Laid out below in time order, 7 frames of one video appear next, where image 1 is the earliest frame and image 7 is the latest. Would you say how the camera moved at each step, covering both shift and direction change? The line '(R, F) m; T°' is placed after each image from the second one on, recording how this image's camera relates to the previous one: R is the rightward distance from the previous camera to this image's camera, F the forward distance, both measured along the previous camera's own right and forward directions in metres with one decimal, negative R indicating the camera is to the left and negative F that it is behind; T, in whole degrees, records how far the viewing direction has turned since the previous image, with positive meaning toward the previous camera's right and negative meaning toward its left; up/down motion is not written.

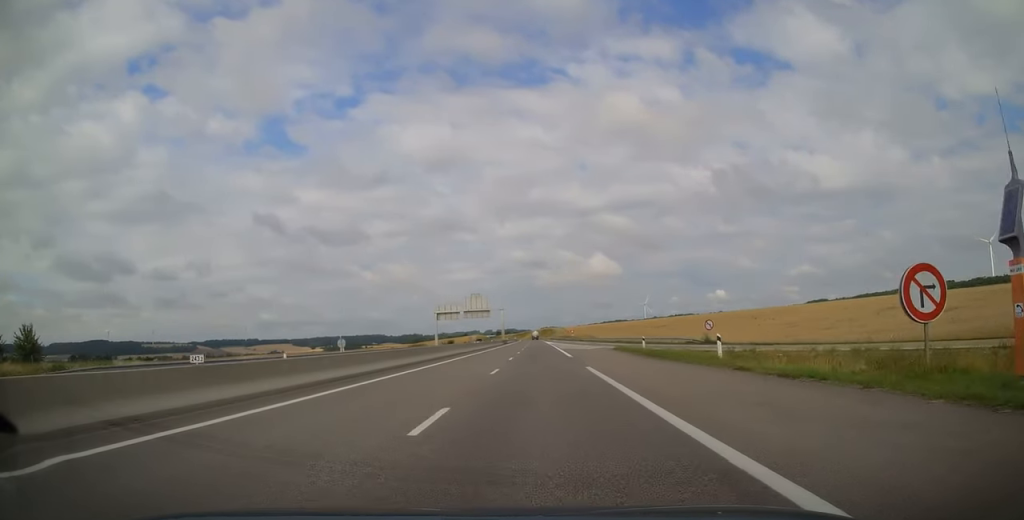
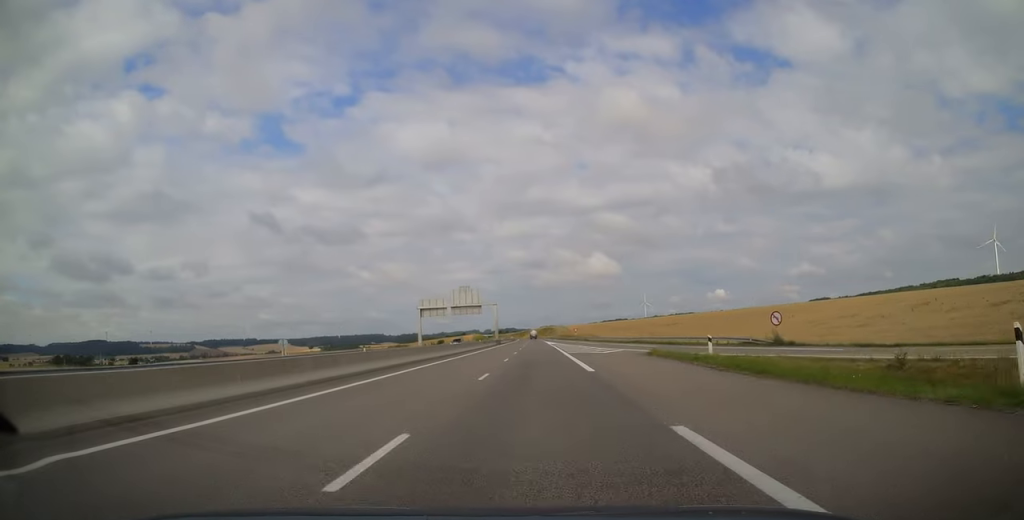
(0.0, +16.7) m; 0°
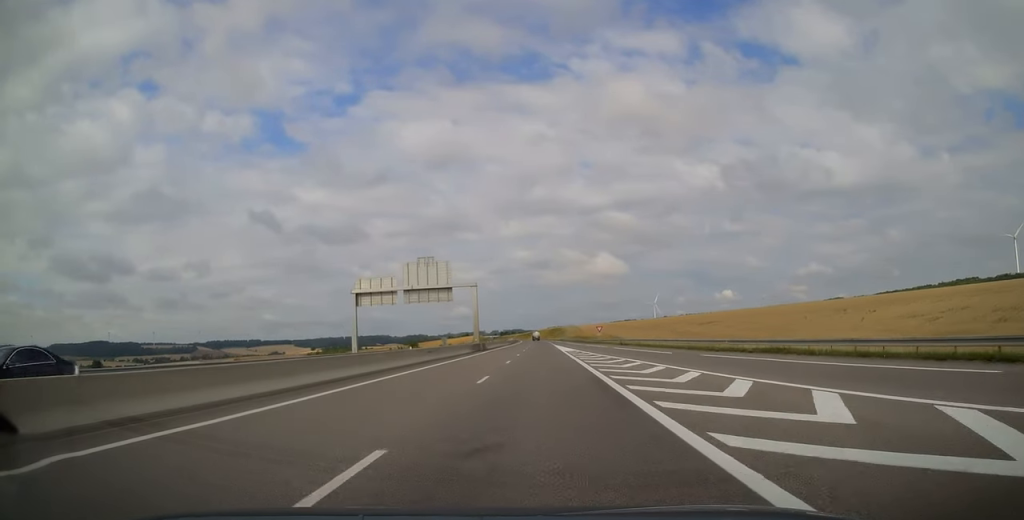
(0.0, +41.6) m; 0°
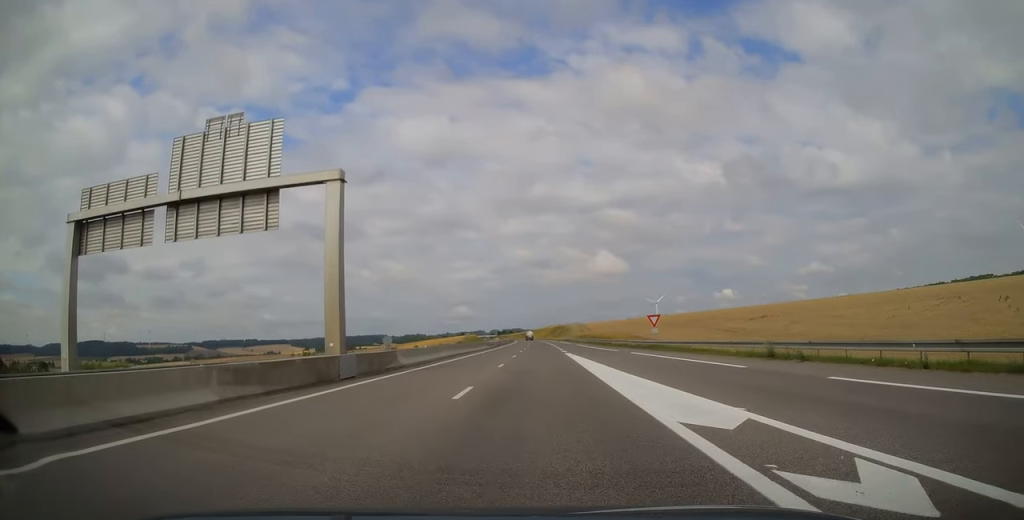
(-0.1, +45.1) m; 0°
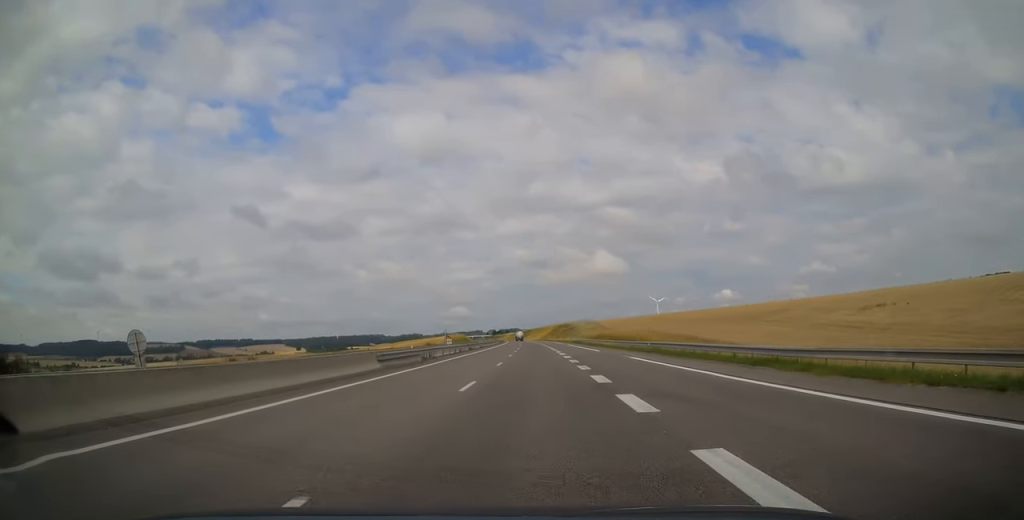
(-0.2, +51.9) m; -1°
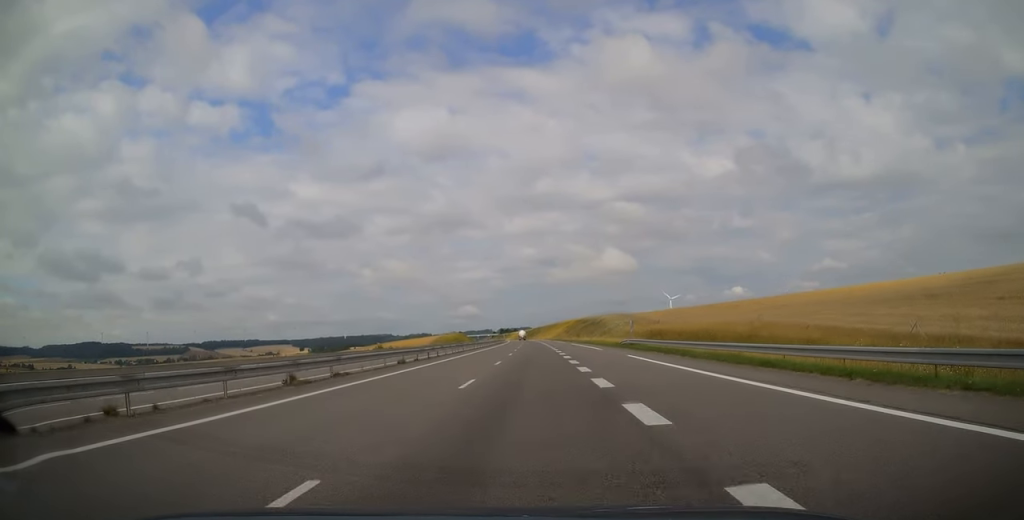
(-0.1, +53.3) m; -1°
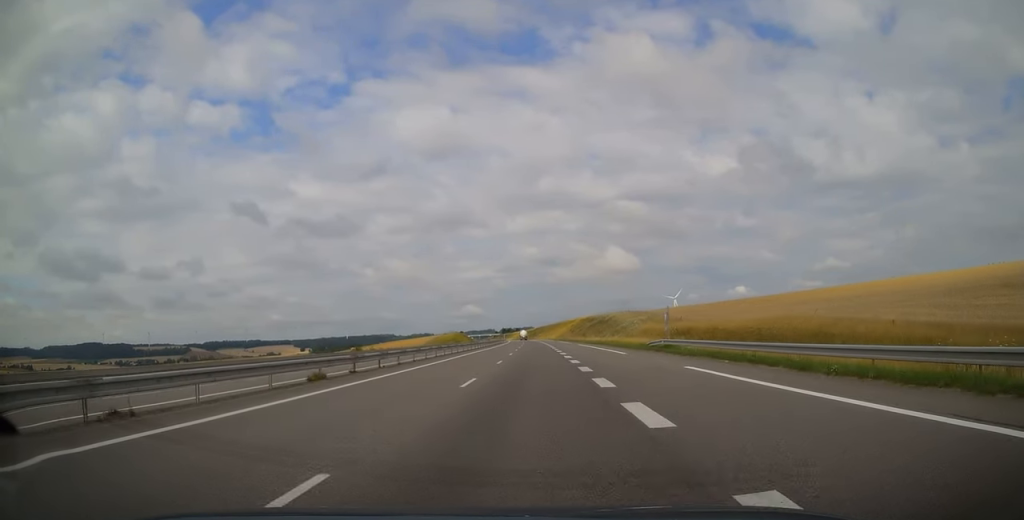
(-0.4, +13.2) m; 0°
